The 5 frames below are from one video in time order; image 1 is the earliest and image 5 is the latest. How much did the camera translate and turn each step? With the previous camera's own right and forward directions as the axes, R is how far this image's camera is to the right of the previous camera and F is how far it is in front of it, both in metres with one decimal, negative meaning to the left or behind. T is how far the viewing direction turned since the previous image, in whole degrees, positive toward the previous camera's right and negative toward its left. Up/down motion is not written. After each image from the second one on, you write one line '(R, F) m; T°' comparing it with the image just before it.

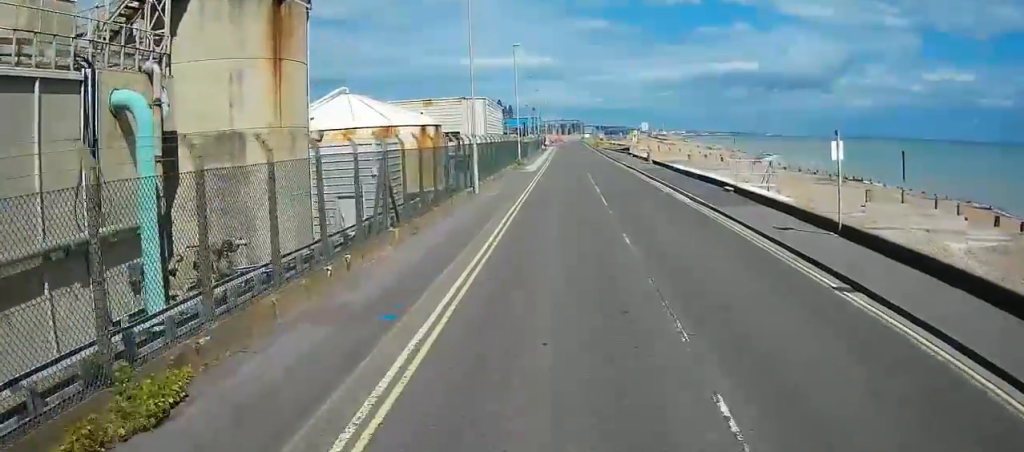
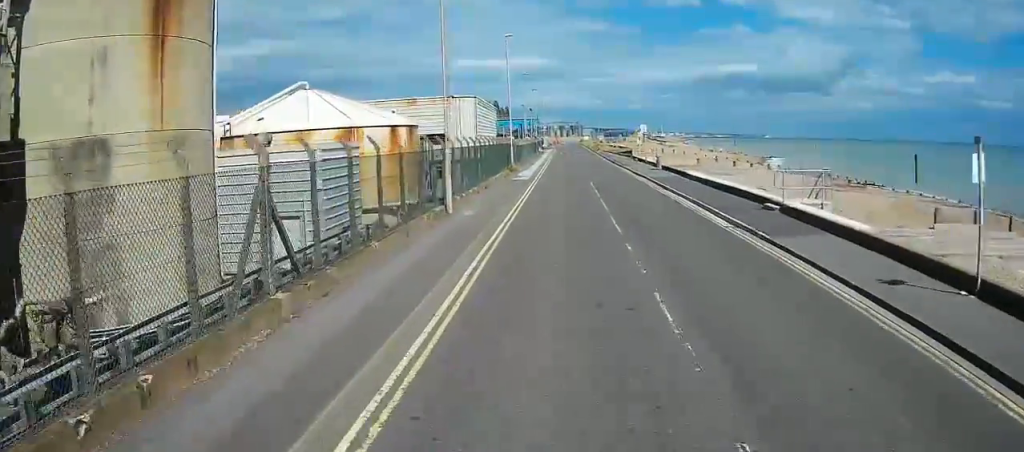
(+0.1, +6.9) m; 0°
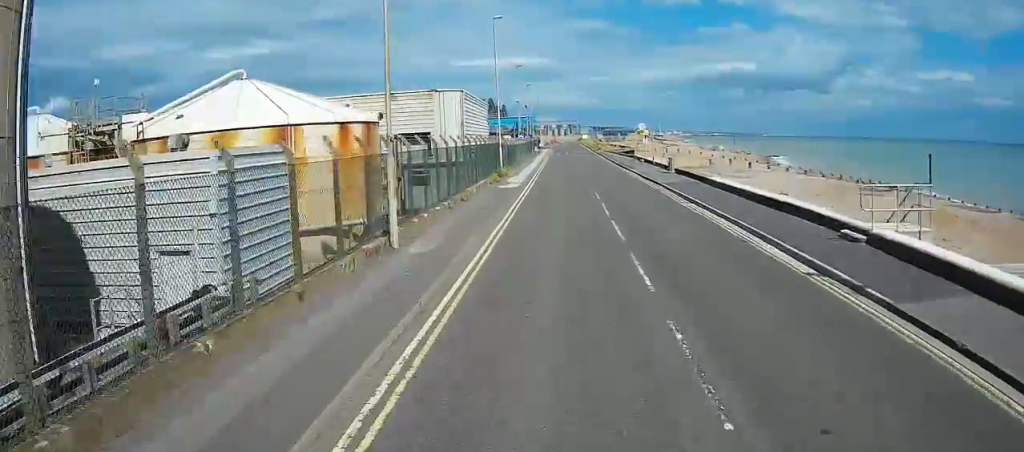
(0.0, +7.5) m; 0°
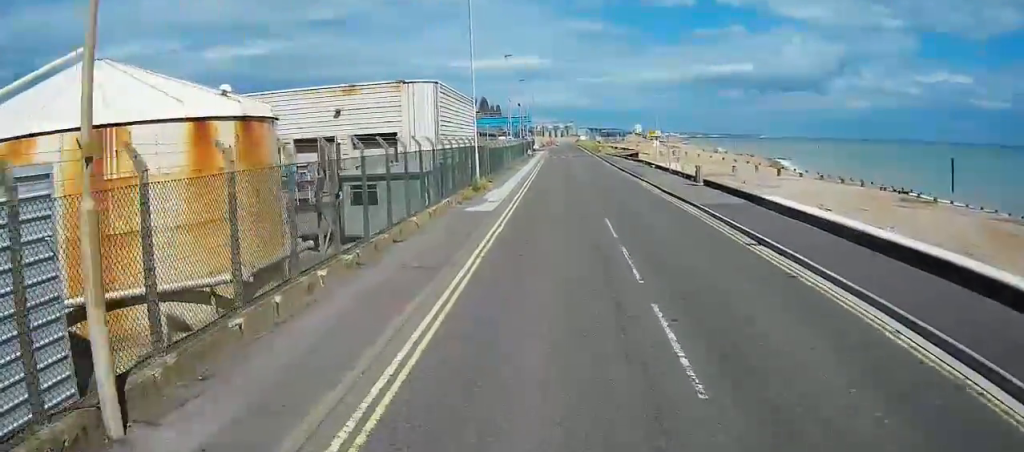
(+0.1, +10.8) m; +1°
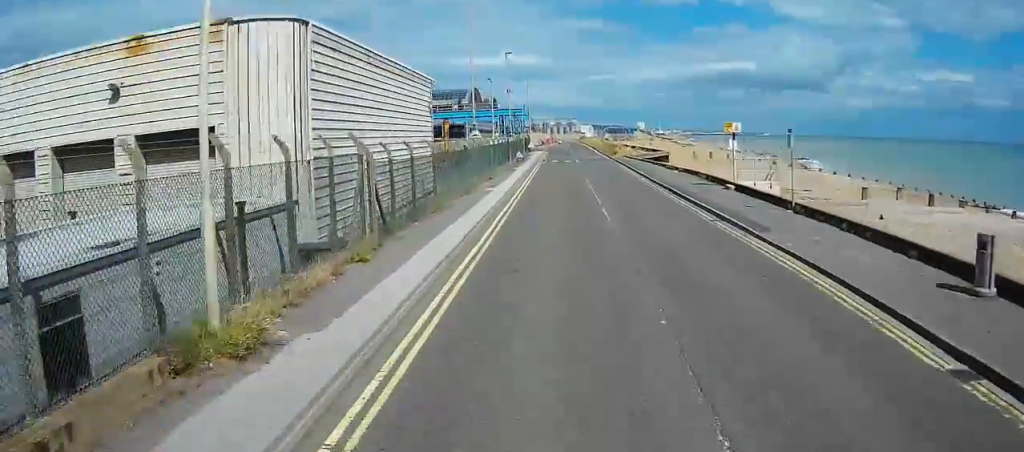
(-0.8, +26.7) m; -5°
